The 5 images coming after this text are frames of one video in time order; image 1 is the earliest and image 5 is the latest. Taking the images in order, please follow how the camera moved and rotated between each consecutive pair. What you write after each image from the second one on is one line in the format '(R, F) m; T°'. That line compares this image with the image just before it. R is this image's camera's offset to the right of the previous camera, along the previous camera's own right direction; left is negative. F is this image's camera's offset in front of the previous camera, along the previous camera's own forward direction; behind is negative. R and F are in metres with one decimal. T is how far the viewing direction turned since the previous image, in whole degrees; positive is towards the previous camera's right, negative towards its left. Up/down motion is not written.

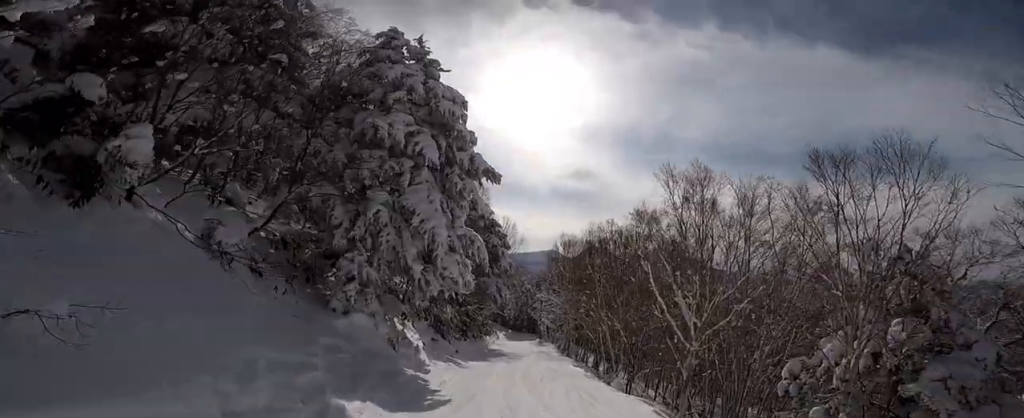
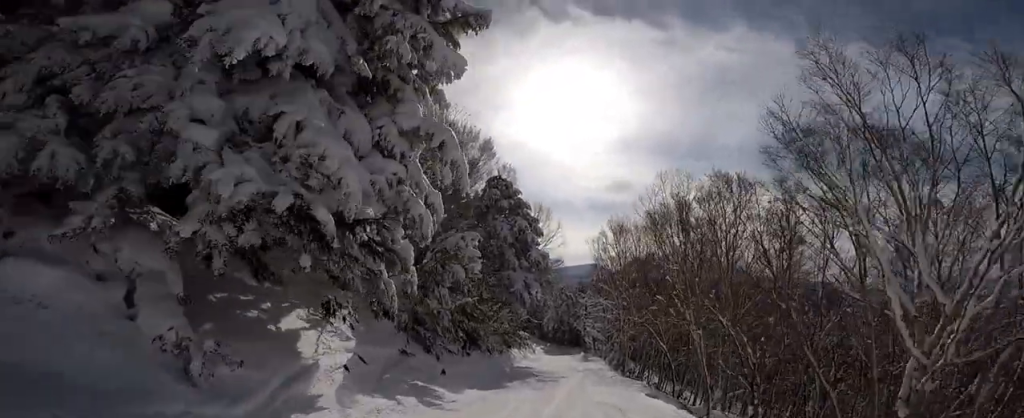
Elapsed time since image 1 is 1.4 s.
(+0.4, +9.7) m; -4°
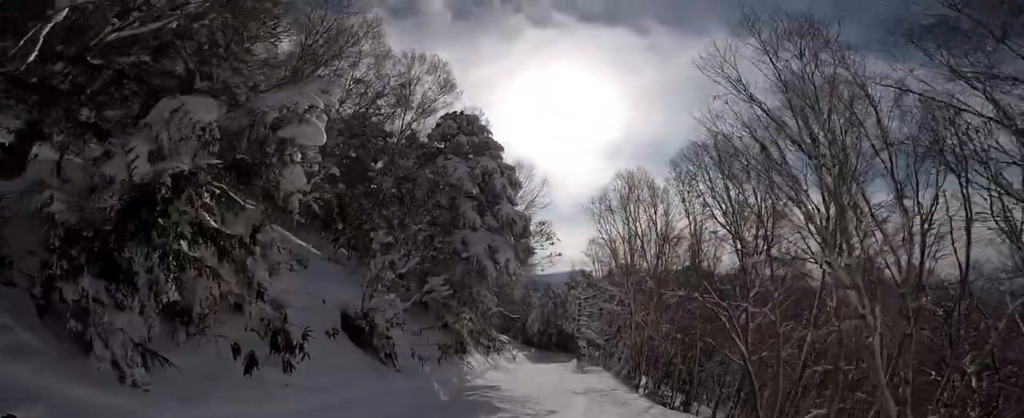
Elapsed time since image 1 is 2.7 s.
(-0.8, +10.3) m; +2°
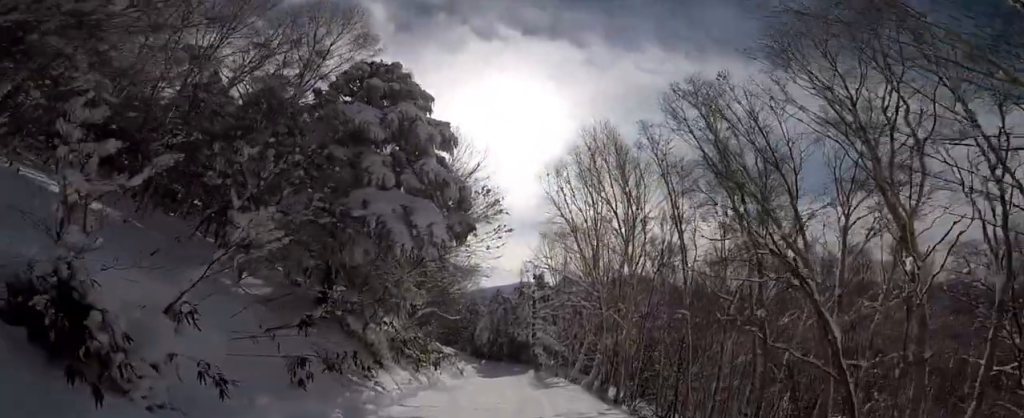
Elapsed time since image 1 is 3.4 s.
(+0.8, +5.0) m; +2°
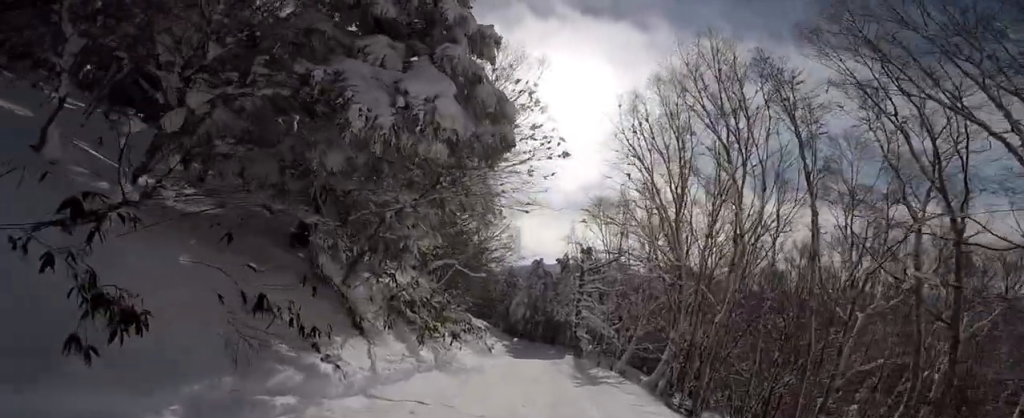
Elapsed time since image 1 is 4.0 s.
(+0.1, +4.3) m; -1°
